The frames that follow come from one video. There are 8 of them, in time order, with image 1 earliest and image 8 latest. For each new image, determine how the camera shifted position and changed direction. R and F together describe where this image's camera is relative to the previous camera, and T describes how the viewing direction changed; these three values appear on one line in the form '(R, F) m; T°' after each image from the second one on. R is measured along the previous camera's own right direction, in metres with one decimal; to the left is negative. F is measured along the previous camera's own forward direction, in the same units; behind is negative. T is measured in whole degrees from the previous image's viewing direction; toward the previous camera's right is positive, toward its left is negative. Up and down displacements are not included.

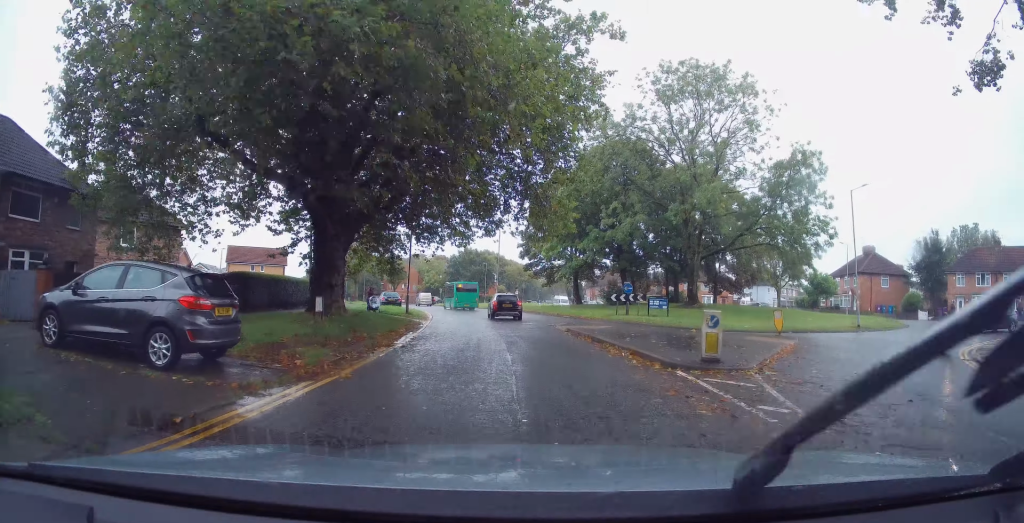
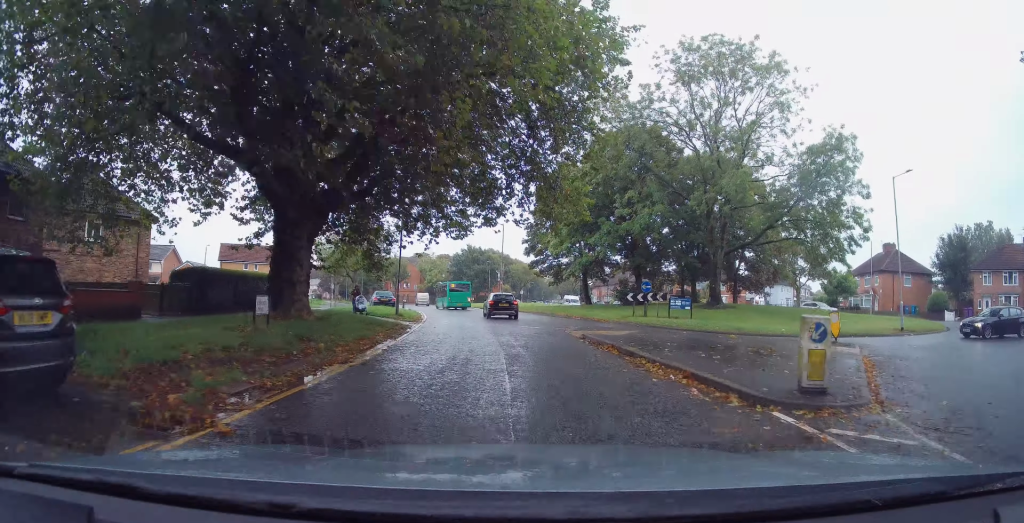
(0.0, +3.8) m; 0°
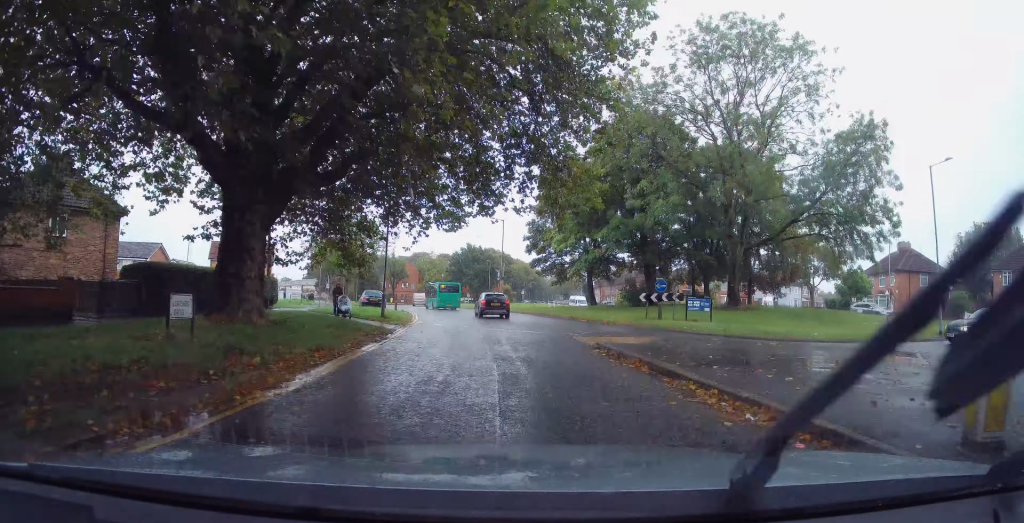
(-0.1, +3.1) m; +1°
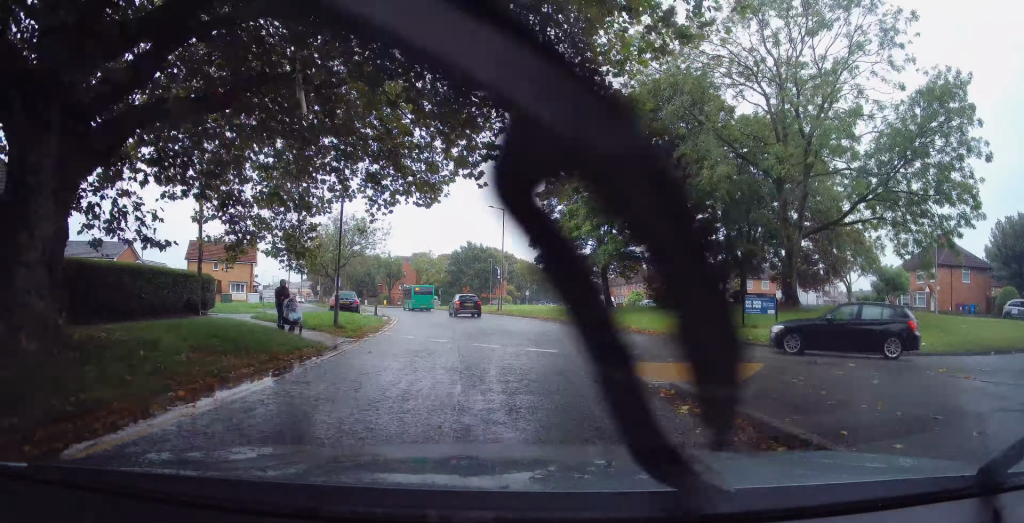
(+0.4, +7.8) m; +5°
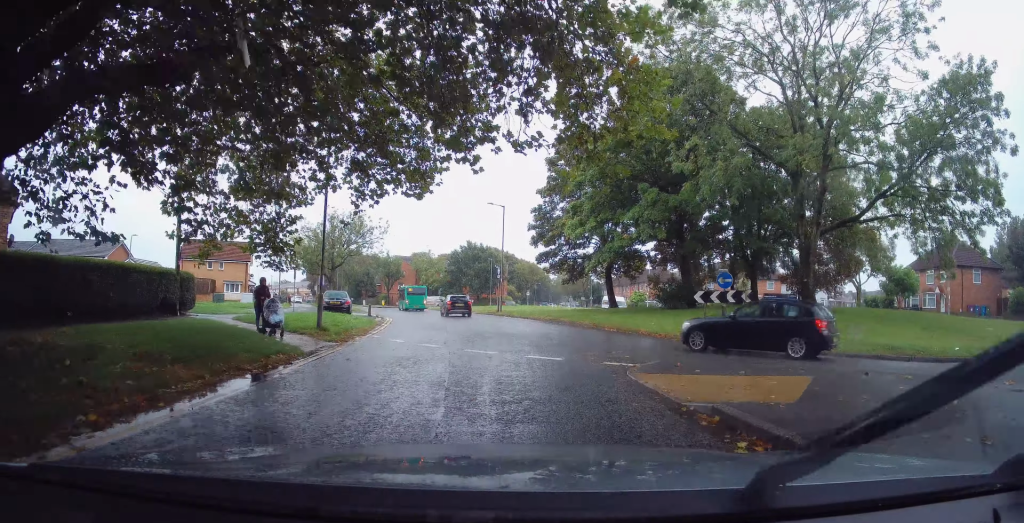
(0.0, +1.7) m; -1°
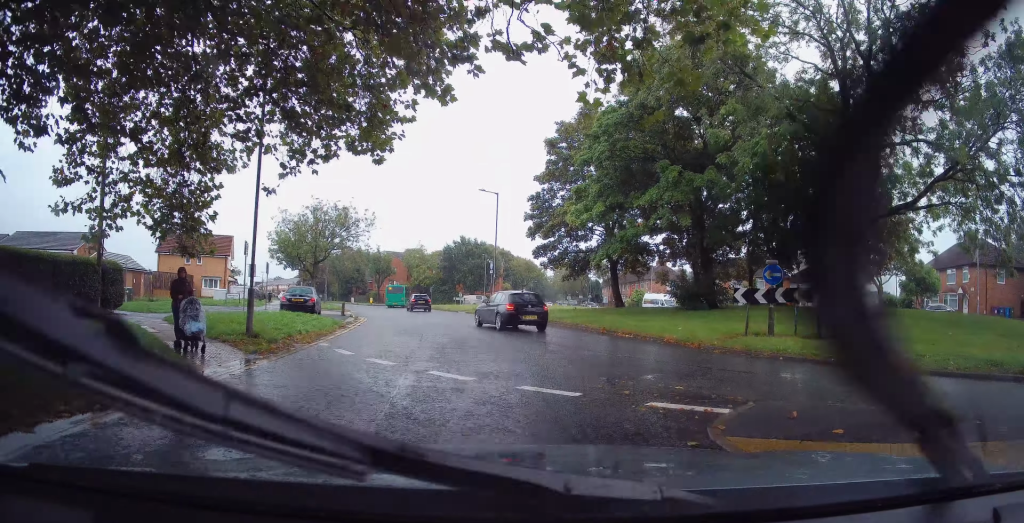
(-0.2, +5.4) m; 0°
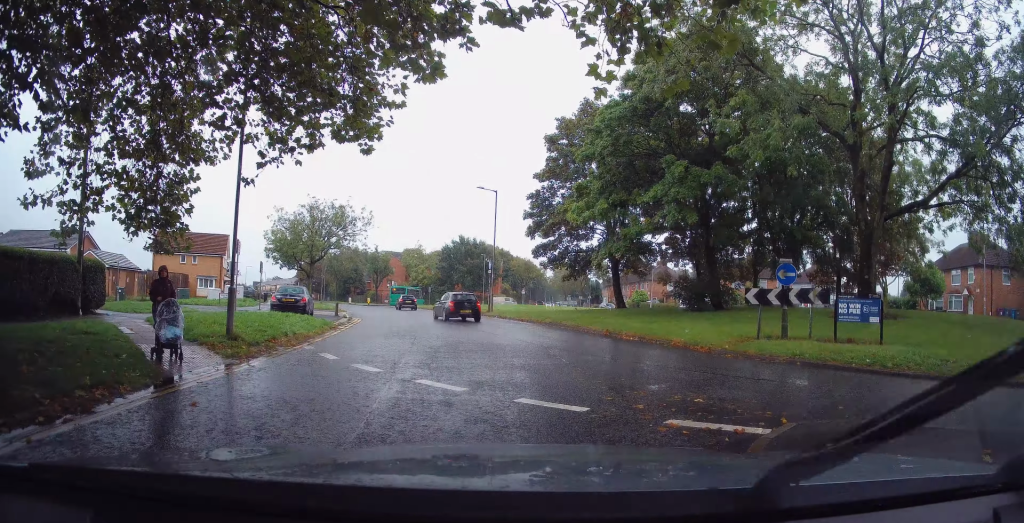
(+0.1, +1.5) m; 0°
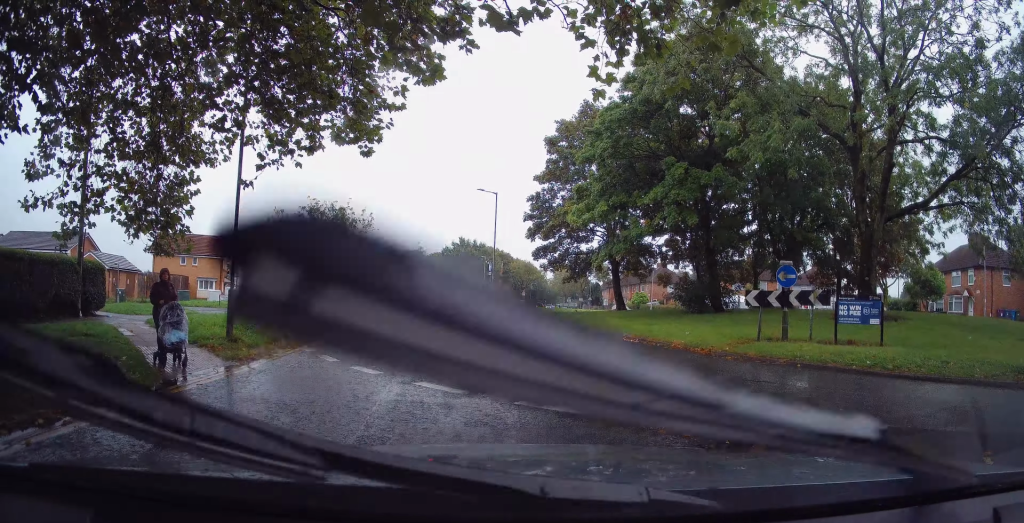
(-0.1, +0.2) m; 0°
